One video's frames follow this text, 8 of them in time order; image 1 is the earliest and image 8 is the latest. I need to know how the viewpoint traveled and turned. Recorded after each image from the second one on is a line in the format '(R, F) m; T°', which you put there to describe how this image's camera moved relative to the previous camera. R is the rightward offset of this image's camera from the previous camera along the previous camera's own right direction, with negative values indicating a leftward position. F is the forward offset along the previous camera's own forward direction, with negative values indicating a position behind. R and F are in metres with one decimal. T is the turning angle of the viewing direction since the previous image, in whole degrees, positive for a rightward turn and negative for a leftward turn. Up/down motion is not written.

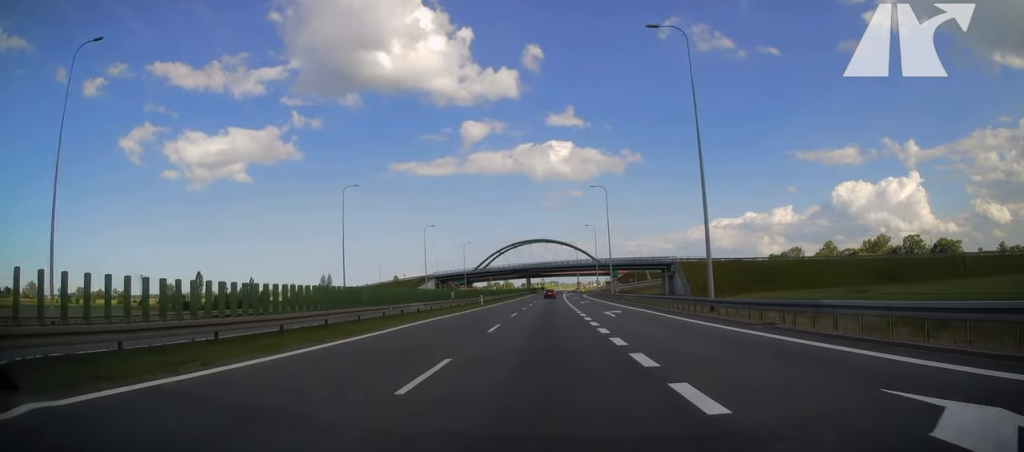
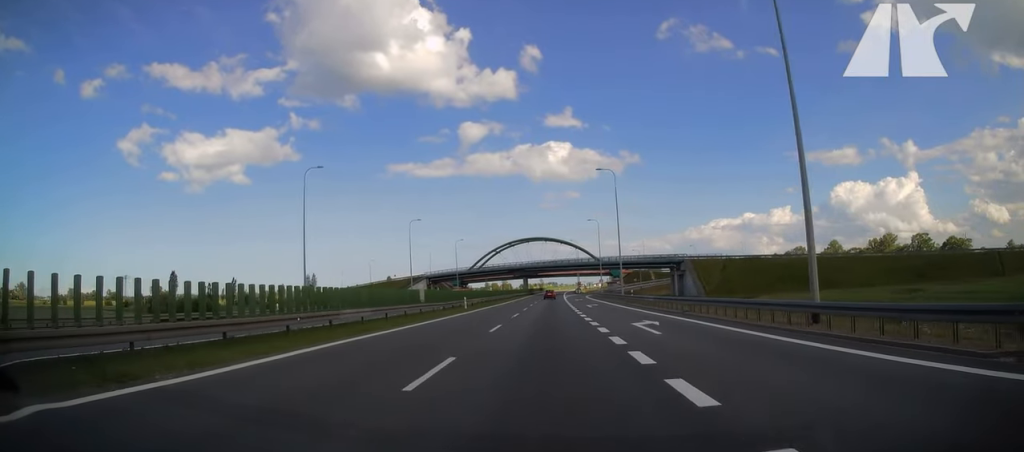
(0.0, +11.6) m; 0°
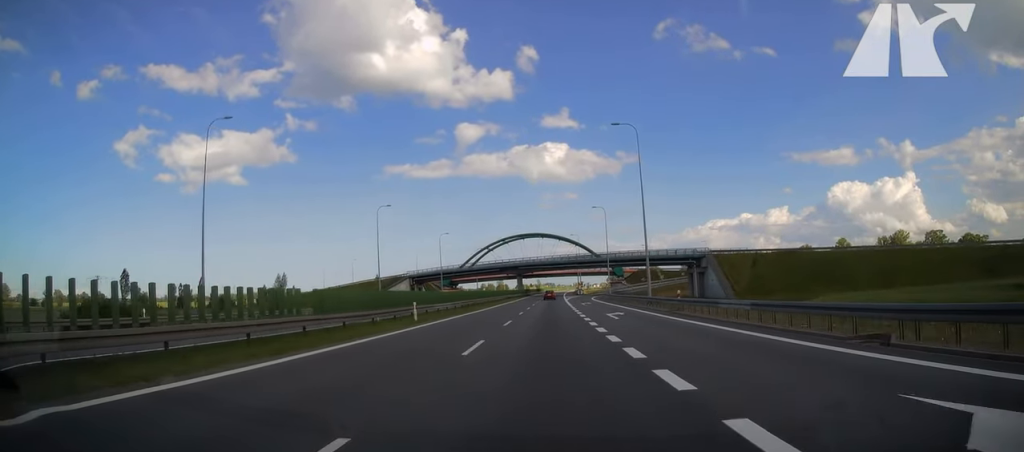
(0.0, +18.7) m; 0°
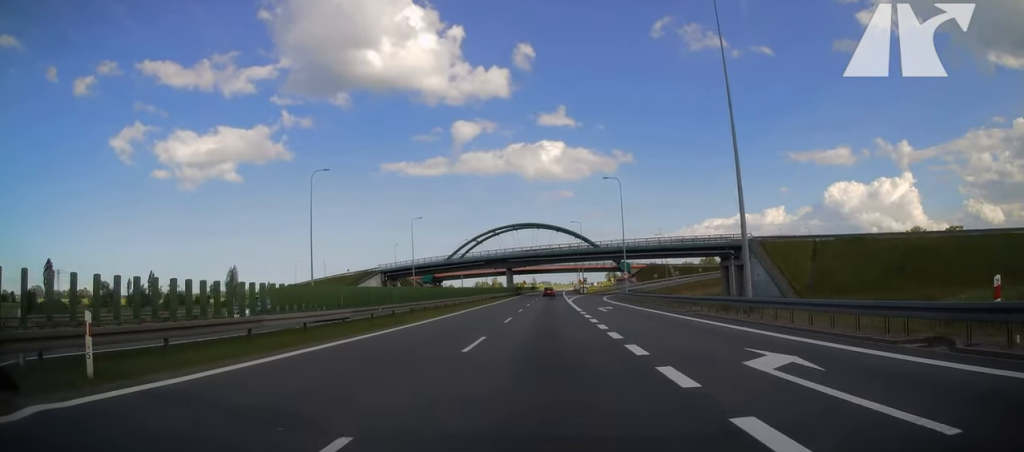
(0.0, +24.0) m; 0°
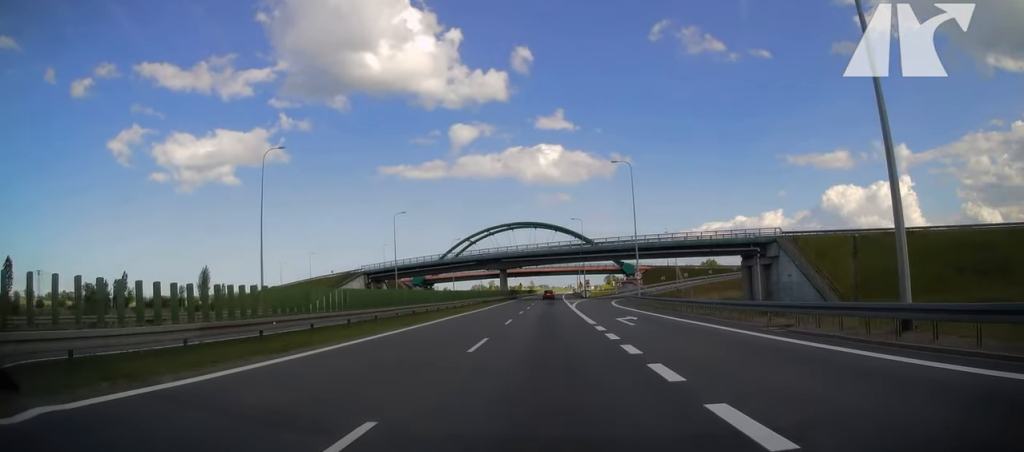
(0.0, +11.1) m; 0°
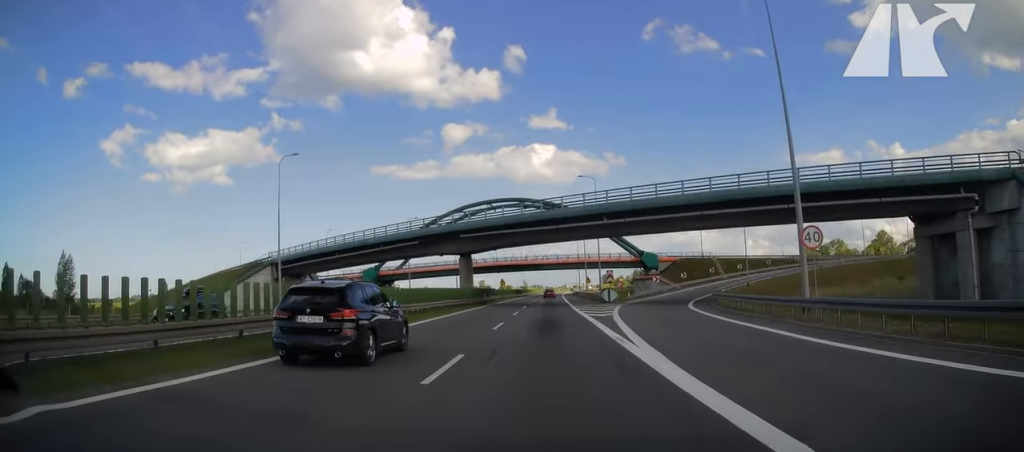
(+0.4, +40.9) m; +1°
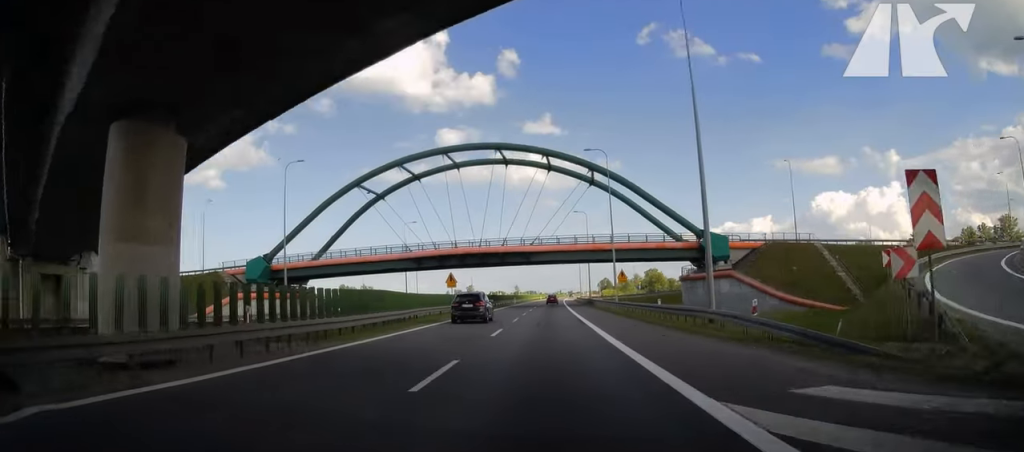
(+0.1, +48.5) m; +1°
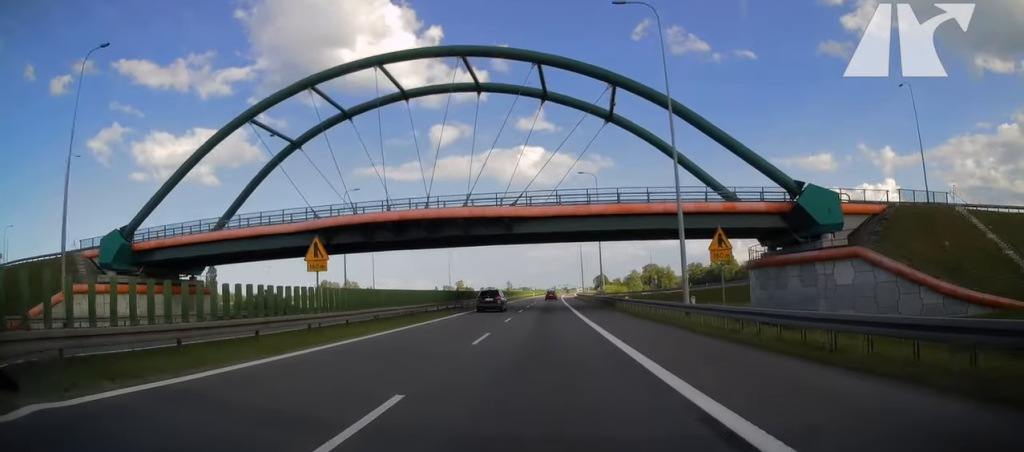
(+0.3, +28.5) m; +1°
